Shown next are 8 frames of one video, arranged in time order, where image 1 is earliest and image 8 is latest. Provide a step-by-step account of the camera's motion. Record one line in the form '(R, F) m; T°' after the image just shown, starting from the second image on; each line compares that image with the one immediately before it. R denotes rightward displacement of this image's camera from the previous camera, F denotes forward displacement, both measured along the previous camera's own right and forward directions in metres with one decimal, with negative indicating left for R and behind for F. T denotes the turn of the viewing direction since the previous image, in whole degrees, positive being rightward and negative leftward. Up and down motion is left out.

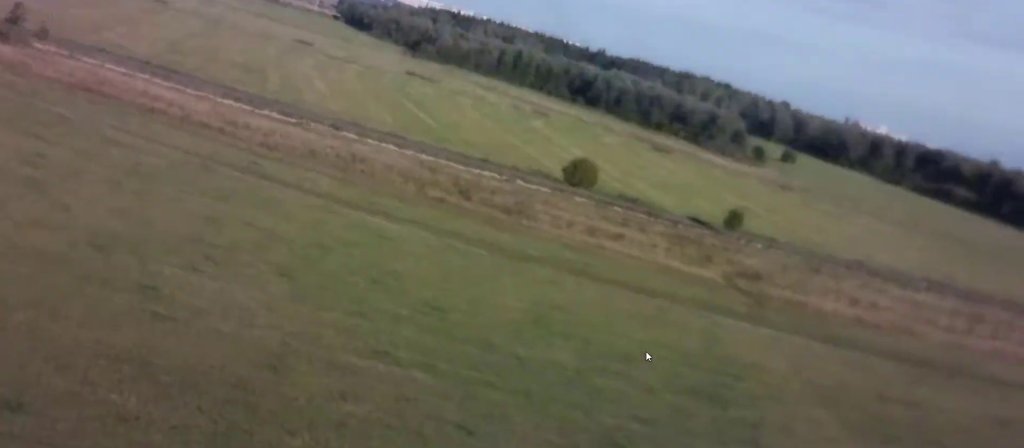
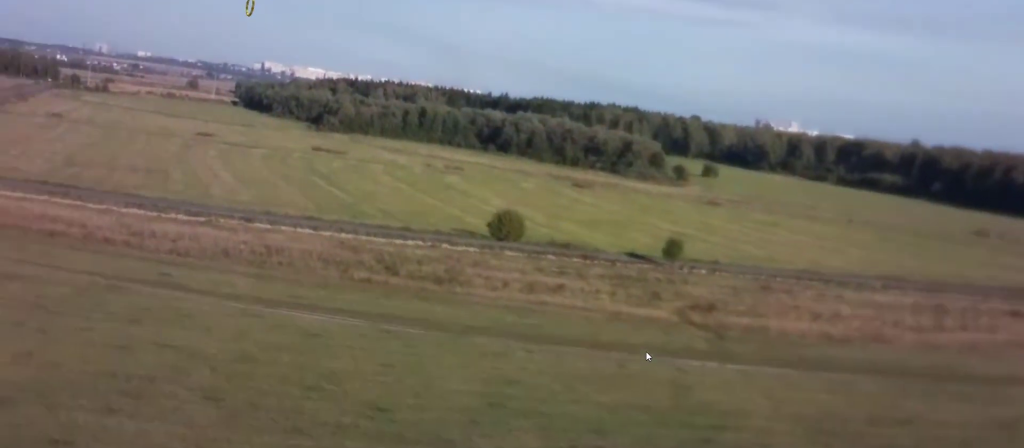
(-0.8, +10.0) m; -2°
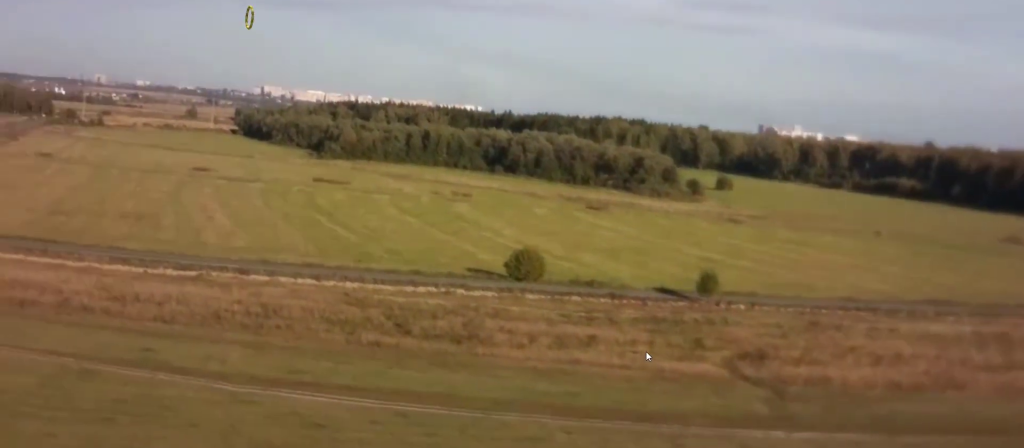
(+0.6, +21.4) m; +1°
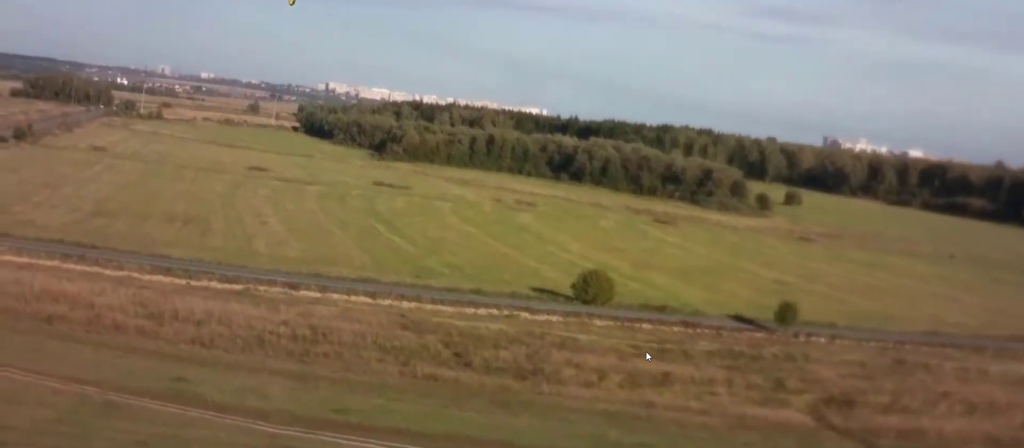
(-0.3, +14.2) m; -5°
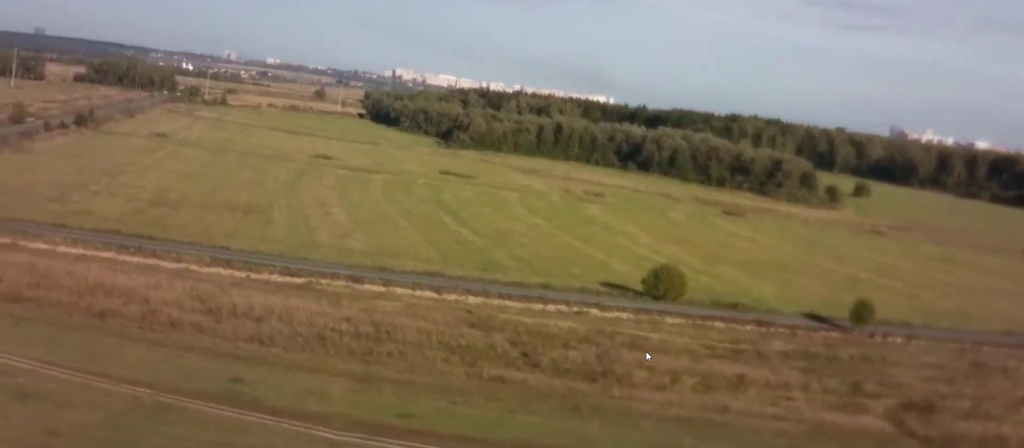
(+0.2, +5.4) m; -3°
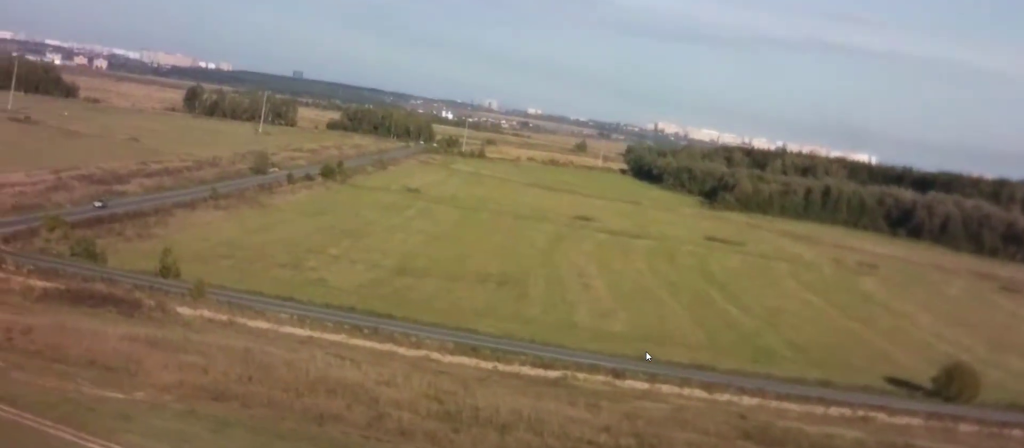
(-1.8, +21.6) m; -7°
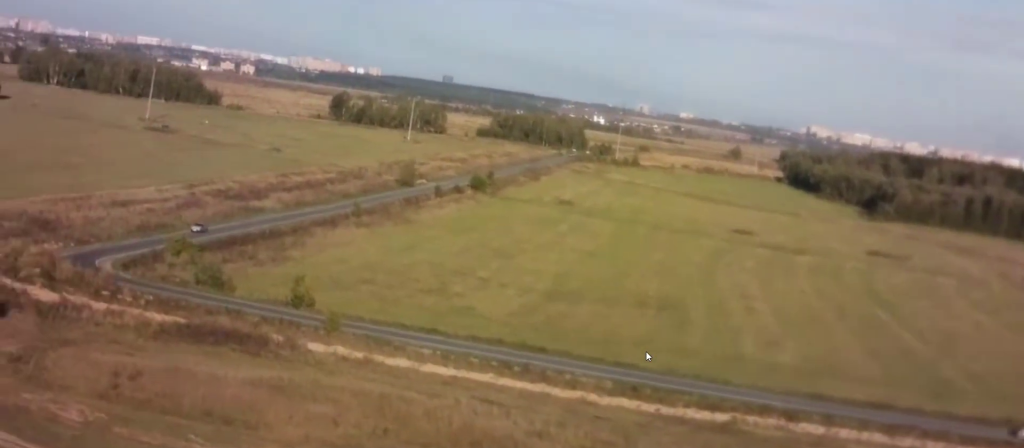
(-0.7, +15.0) m; -5°
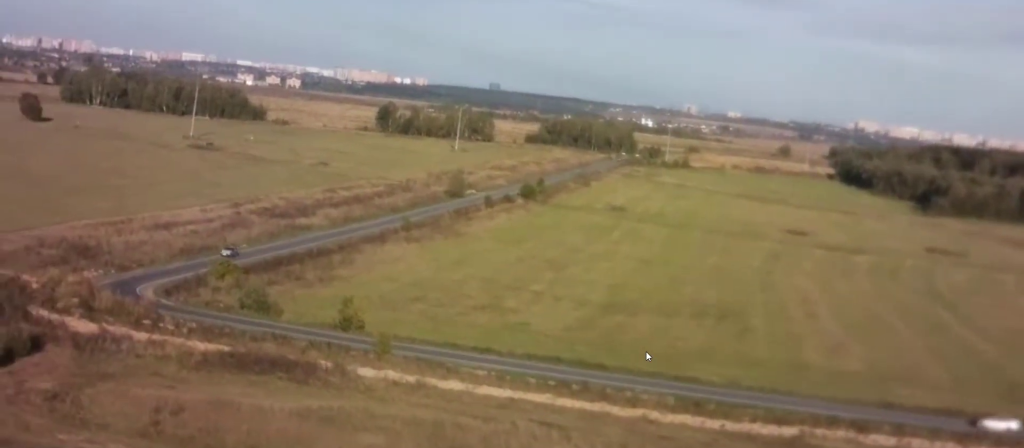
(-0.1, +6.1) m; -2°
